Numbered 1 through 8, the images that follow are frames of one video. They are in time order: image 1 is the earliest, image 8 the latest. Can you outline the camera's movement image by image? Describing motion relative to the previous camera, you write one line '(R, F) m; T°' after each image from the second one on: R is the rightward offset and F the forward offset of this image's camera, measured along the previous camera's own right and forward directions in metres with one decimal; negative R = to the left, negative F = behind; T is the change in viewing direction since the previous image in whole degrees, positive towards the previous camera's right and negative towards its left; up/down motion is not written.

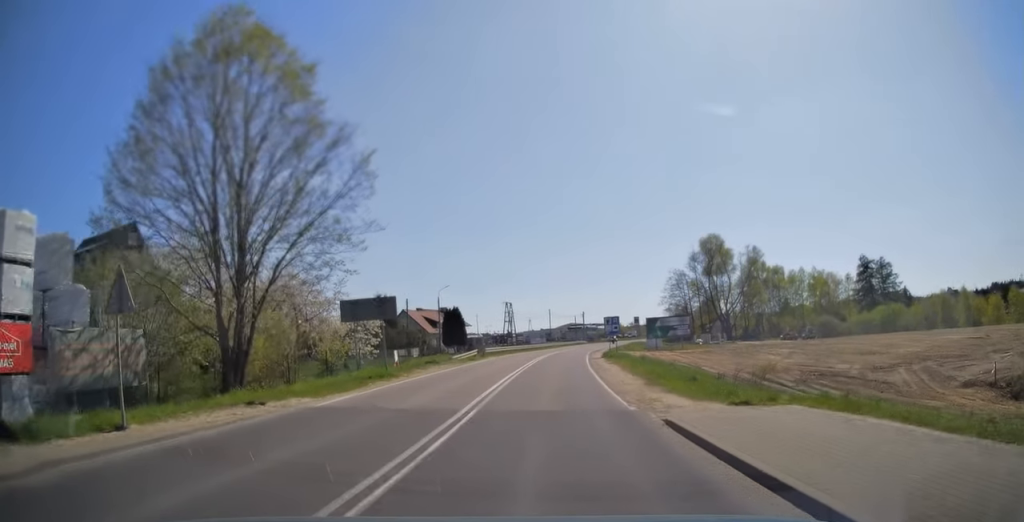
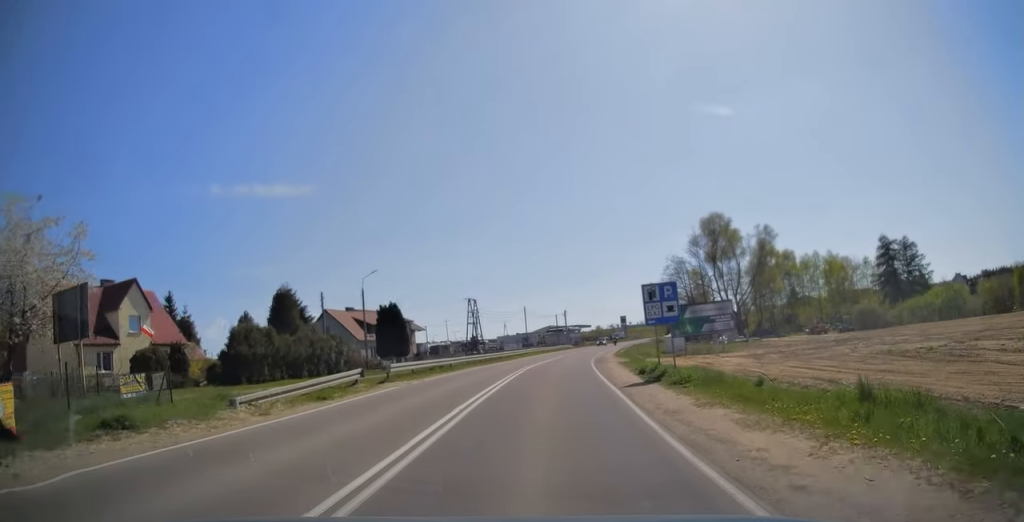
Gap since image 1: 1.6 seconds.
(+0.5, +25.1) m; +3°
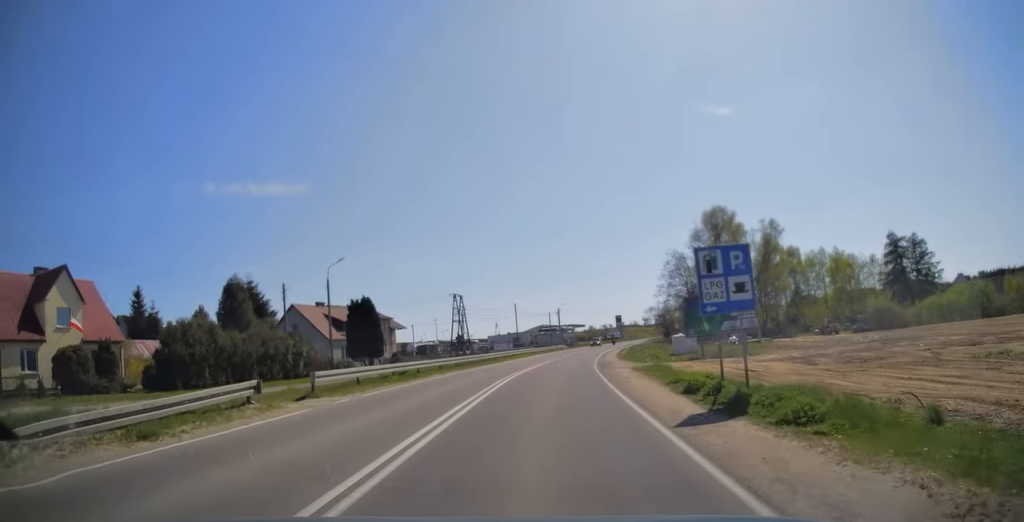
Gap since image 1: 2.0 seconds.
(+0.1, +7.6) m; +1°
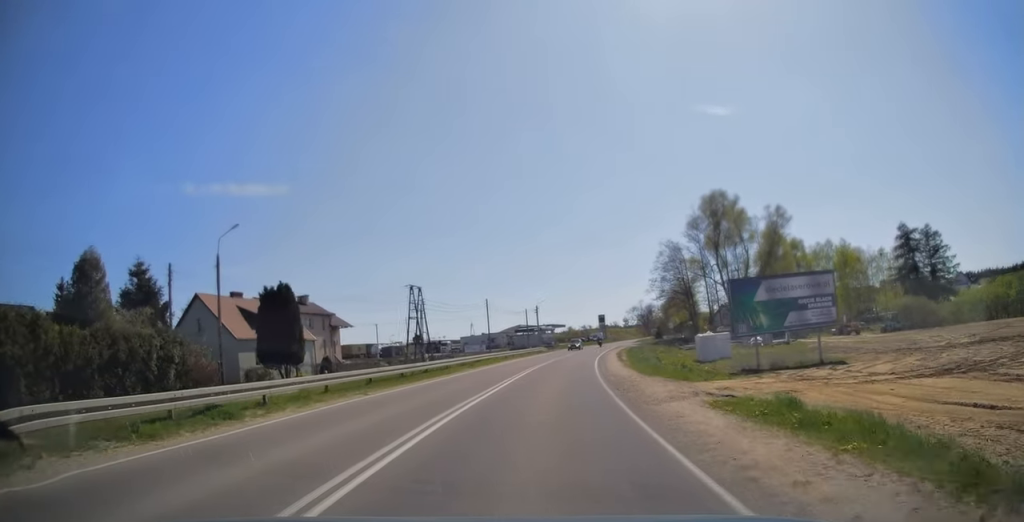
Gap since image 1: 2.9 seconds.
(+0.2, +14.8) m; +2°
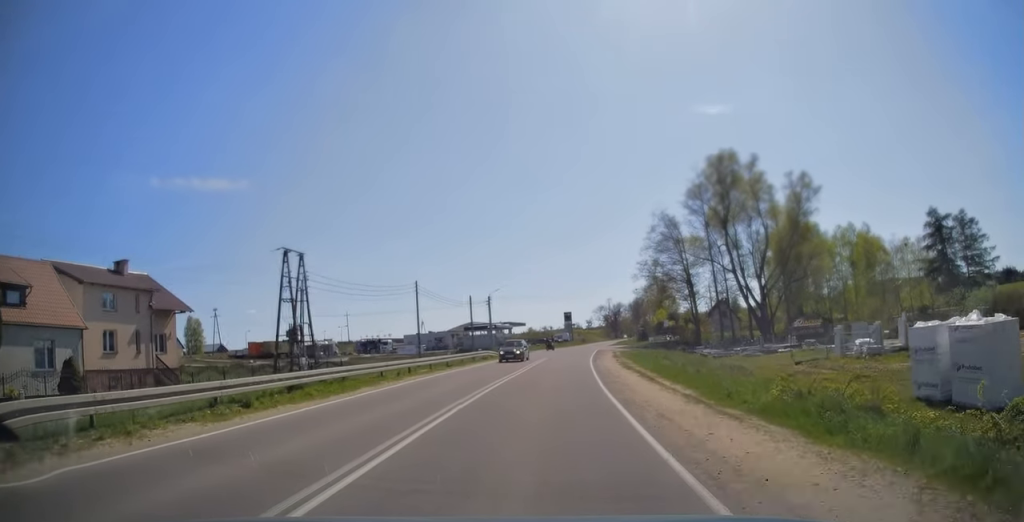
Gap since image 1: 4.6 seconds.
(+0.9, +26.1) m; +4°
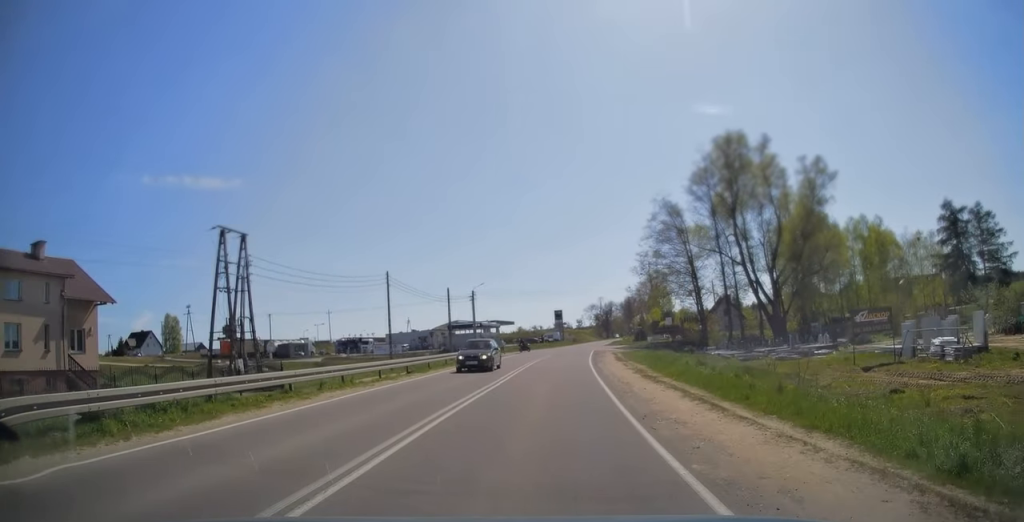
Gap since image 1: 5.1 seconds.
(+0.1, +8.0) m; +1°
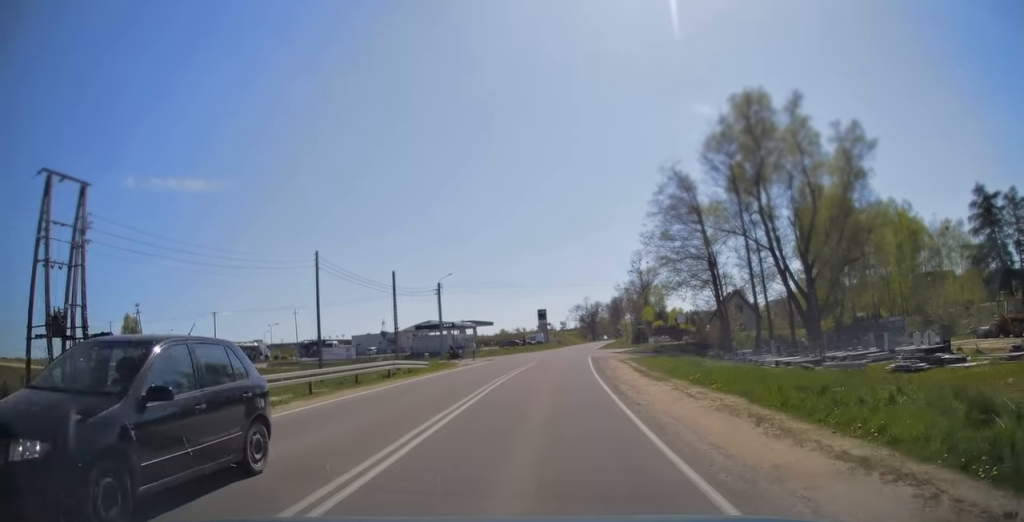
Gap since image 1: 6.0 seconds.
(+0.2, +14.4) m; +2°
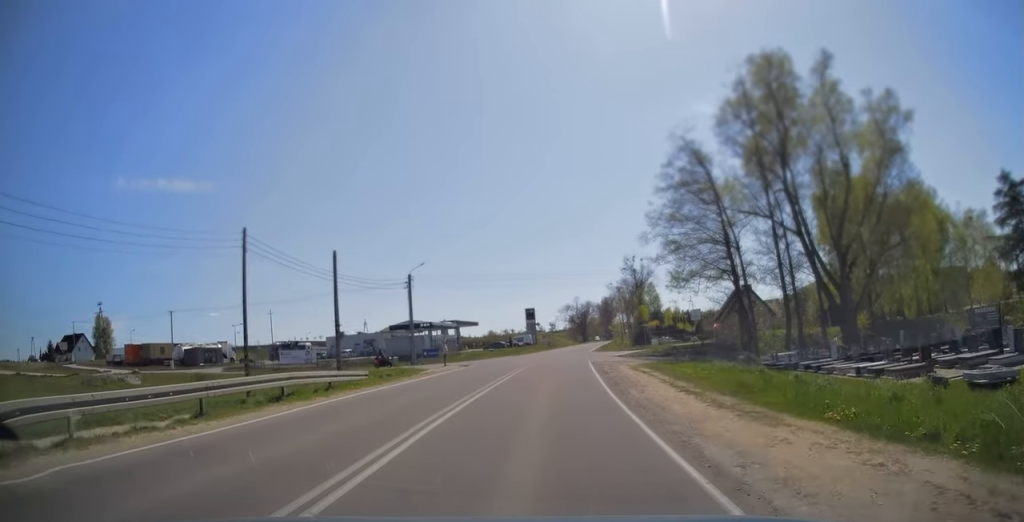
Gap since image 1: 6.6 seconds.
(+0.2, +9.6) m; +1°
